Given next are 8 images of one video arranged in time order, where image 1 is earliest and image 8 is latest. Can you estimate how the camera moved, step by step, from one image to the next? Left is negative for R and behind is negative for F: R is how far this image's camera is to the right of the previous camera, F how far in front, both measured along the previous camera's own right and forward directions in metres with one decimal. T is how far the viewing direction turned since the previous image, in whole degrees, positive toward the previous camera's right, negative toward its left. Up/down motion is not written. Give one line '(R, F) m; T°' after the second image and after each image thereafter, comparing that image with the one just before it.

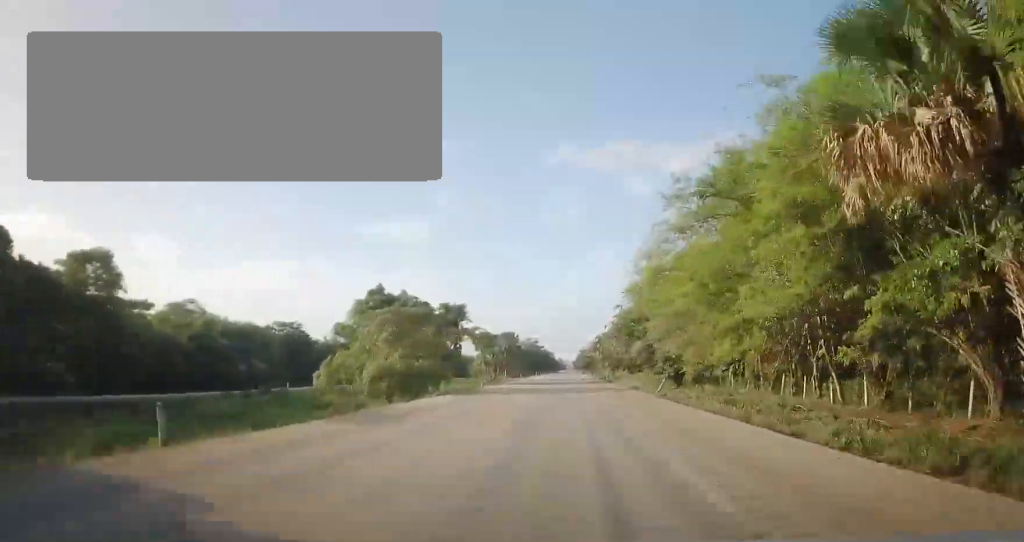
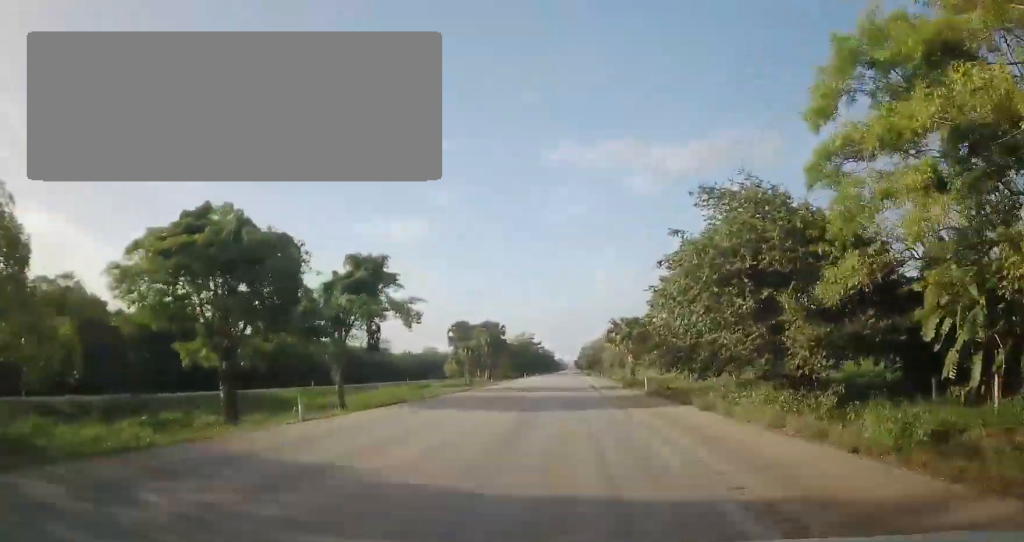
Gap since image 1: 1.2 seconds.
(-0.1, +34.0) m; 0°
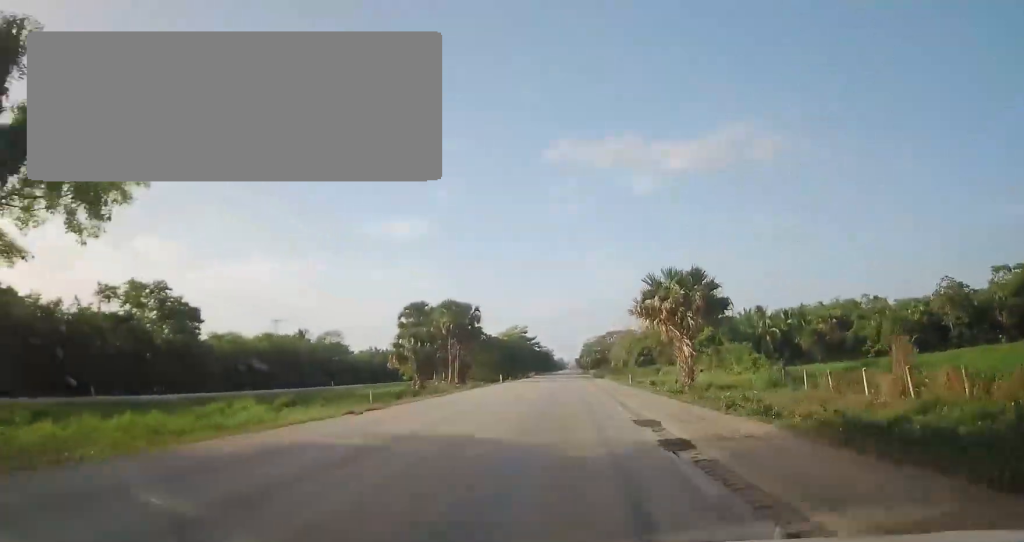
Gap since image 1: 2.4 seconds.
(+0.3, +34.3) m; 0°
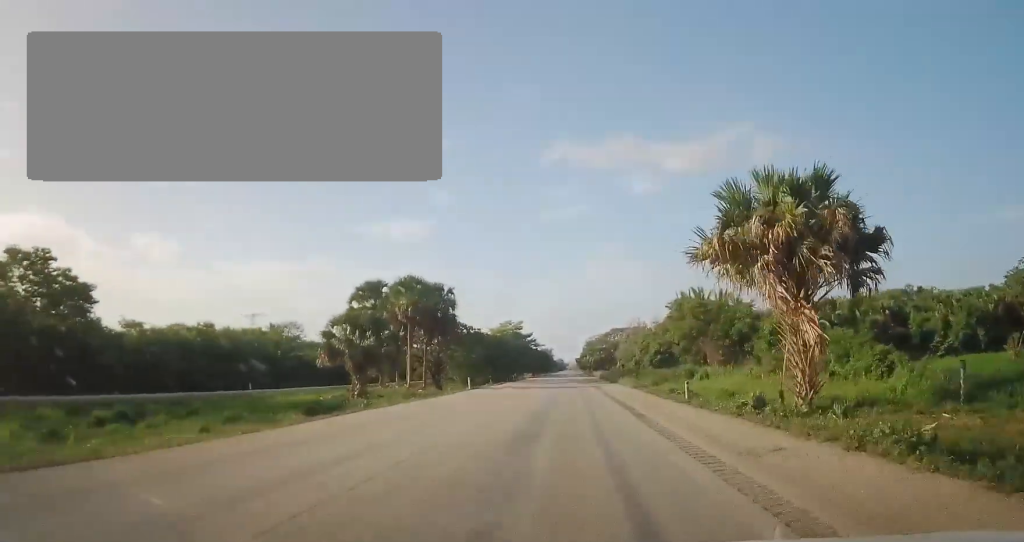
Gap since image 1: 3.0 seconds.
(-0.1, +19.6) m; 0°
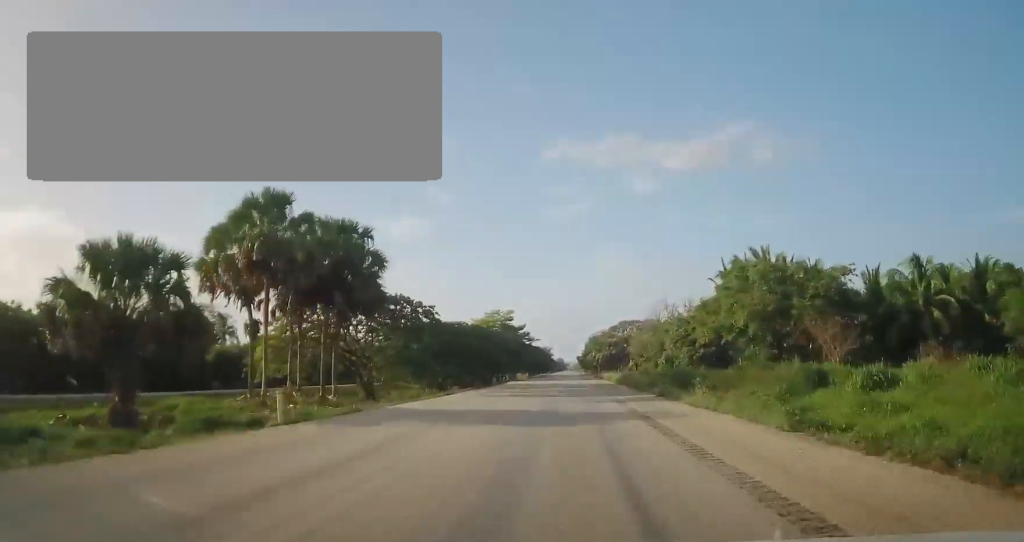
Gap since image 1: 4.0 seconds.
(-0.1, +28.0) m; -1°
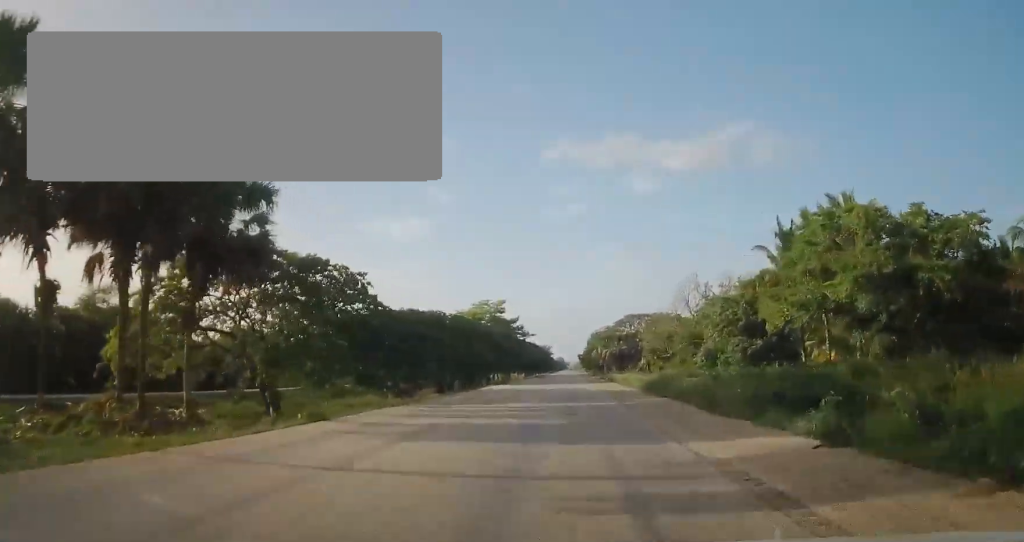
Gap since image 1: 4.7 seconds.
(-0.1, +17.9) m; -1°
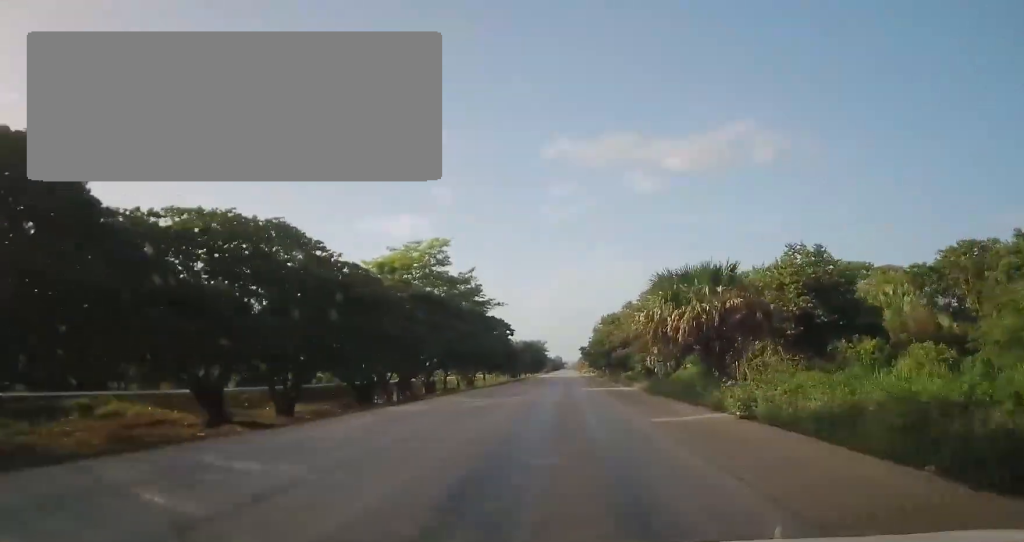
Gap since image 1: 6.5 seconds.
(+0.1, +51.9) m; +2°
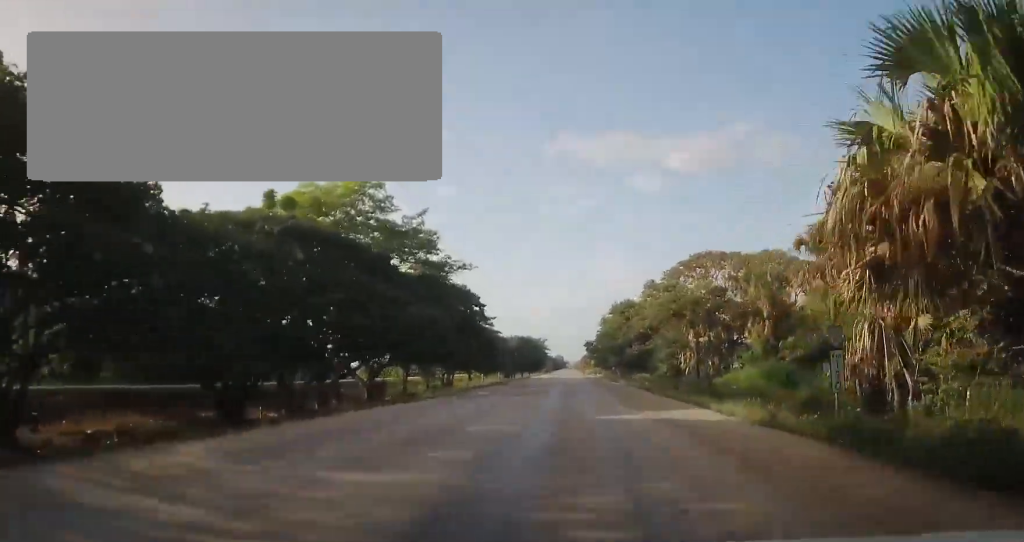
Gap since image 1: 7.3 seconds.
(+0.4, +21.7) m; -1°
